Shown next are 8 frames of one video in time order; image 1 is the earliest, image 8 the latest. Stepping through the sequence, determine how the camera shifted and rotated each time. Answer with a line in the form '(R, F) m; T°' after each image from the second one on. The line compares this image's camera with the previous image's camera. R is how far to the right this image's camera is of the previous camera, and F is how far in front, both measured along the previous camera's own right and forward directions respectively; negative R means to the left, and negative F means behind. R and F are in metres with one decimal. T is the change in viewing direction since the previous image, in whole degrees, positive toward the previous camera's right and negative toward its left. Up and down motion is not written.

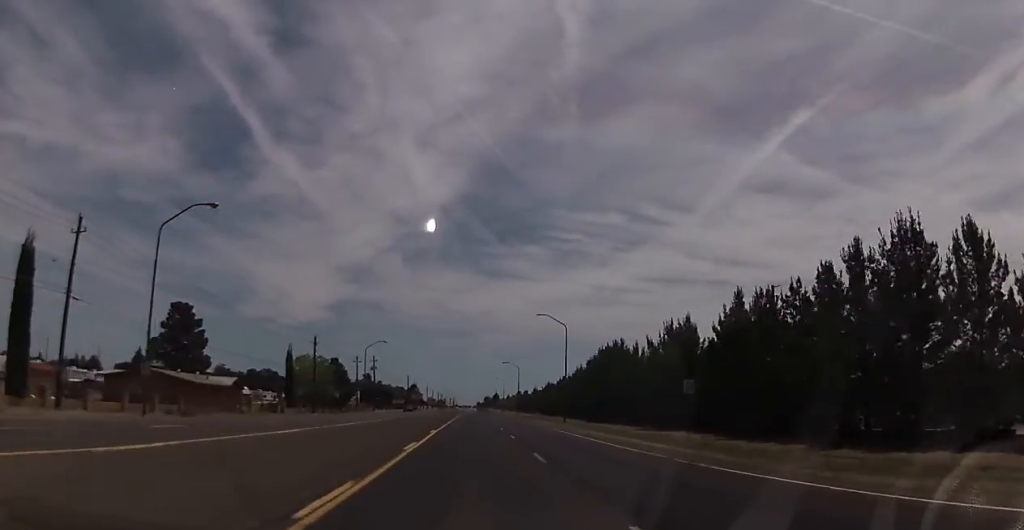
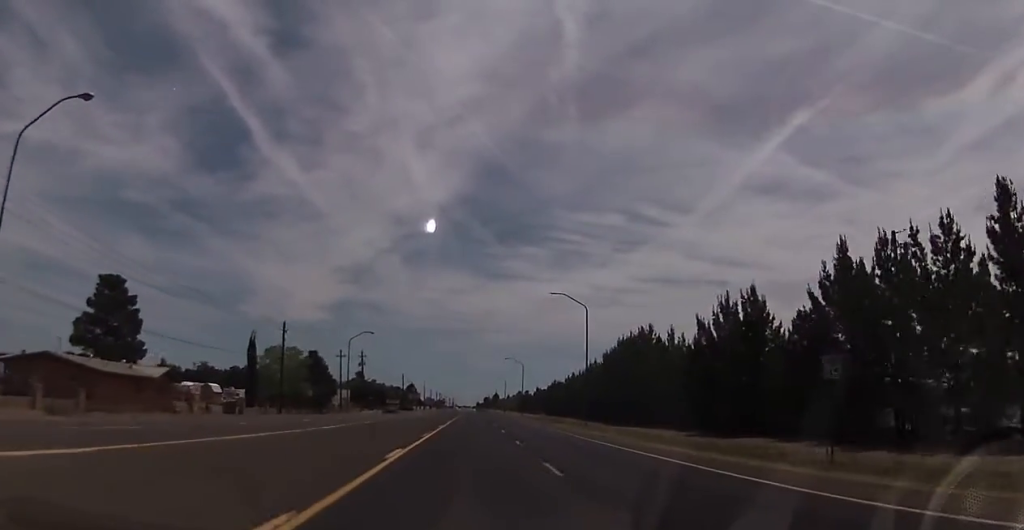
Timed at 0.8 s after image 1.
(0.0, +15.7) m; 0°
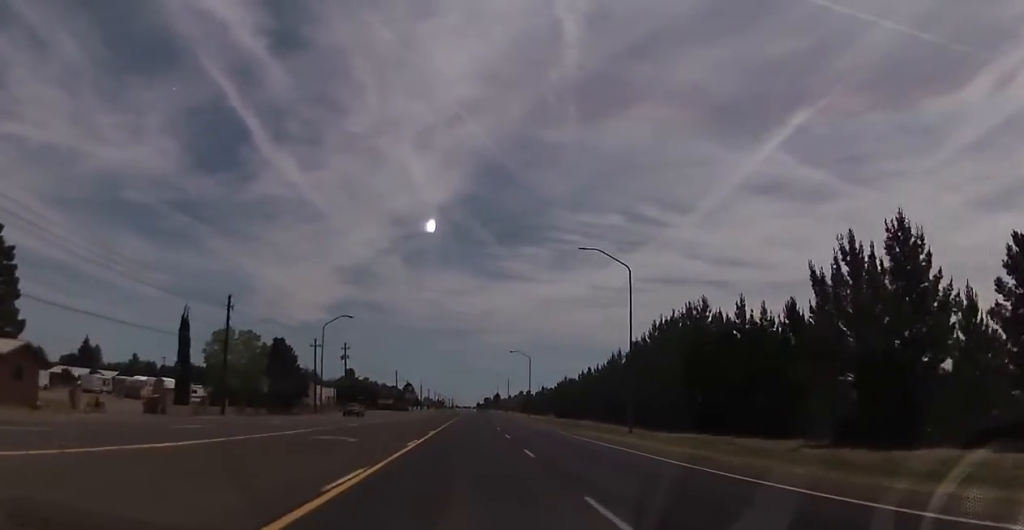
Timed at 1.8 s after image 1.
(0.0, +18.6) m; 0°
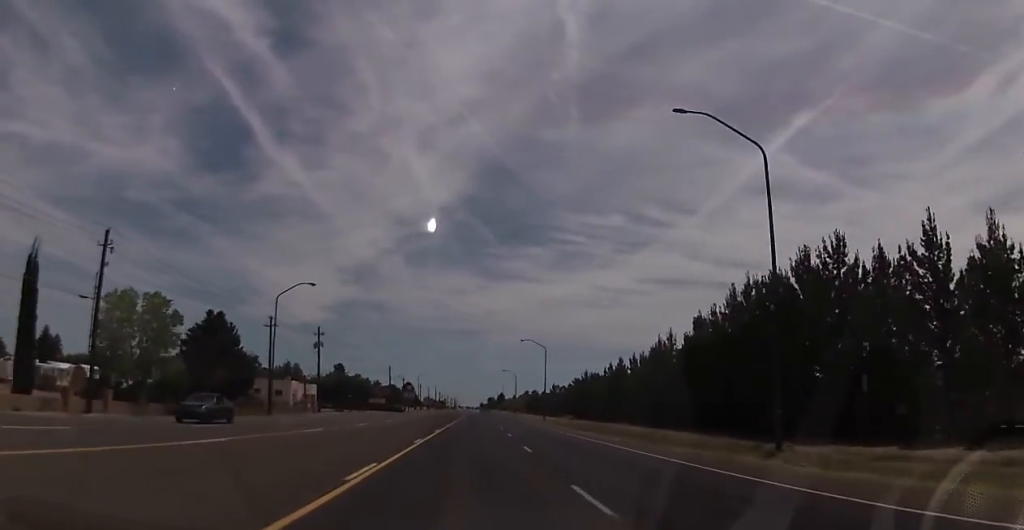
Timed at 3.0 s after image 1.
(0.0, +23.1) m; 0°
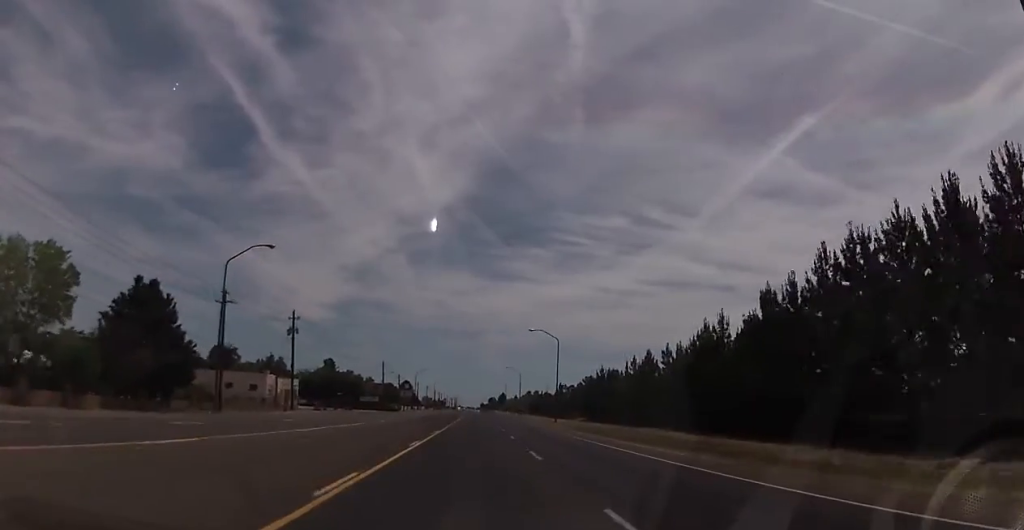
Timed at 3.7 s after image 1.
(0.0, +14.7) m; 0°
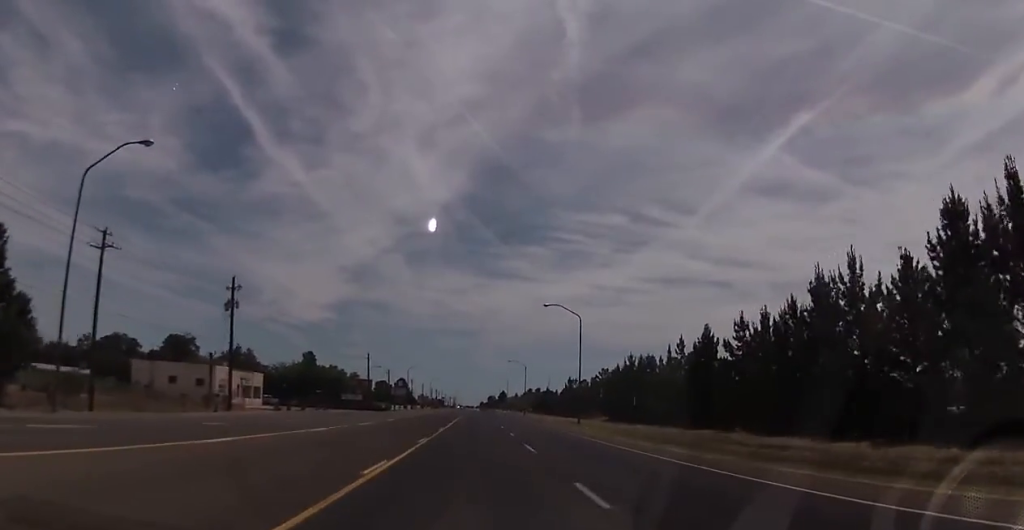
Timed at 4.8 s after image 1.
(0.0, +21.1) m; 0°
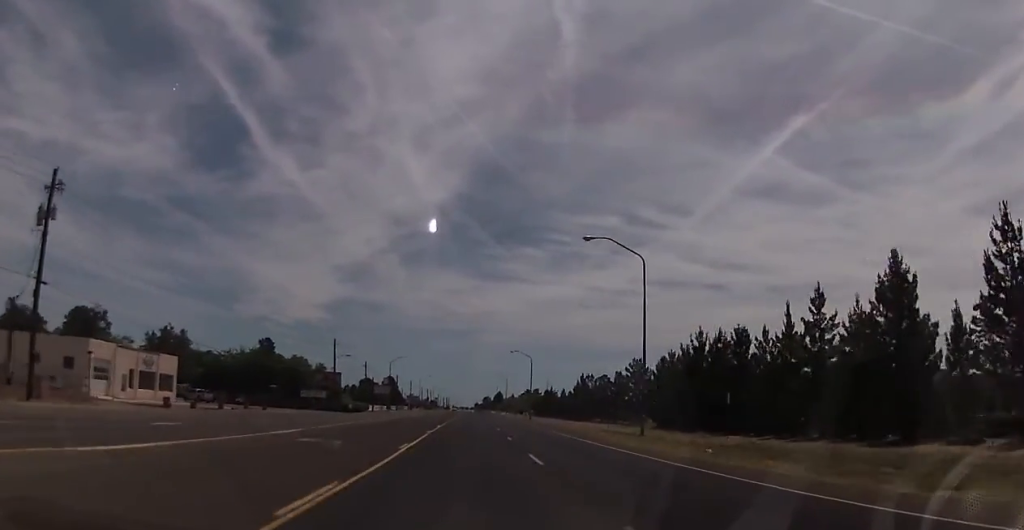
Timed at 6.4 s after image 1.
(0.0, +29.5) m; 0°
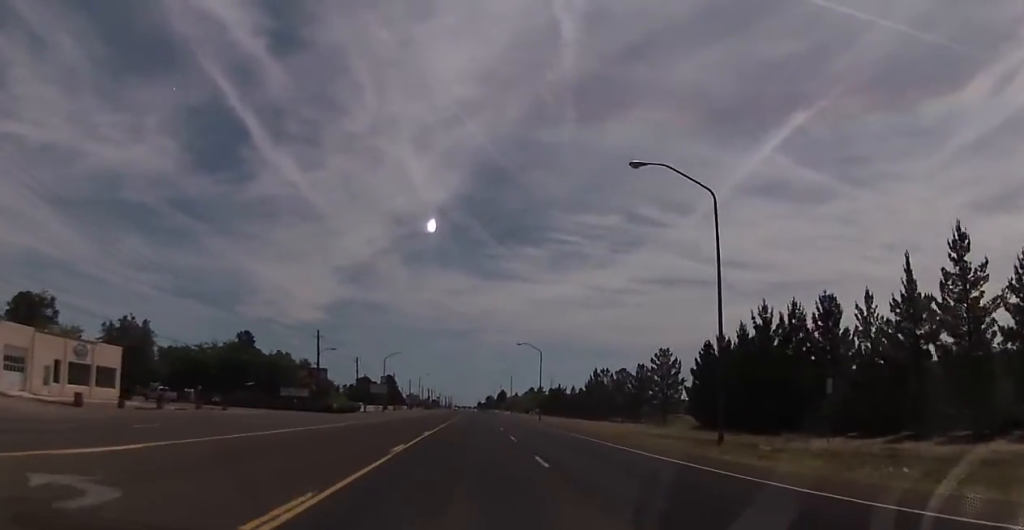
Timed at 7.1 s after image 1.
(0.0, +13.4) m; 0°
